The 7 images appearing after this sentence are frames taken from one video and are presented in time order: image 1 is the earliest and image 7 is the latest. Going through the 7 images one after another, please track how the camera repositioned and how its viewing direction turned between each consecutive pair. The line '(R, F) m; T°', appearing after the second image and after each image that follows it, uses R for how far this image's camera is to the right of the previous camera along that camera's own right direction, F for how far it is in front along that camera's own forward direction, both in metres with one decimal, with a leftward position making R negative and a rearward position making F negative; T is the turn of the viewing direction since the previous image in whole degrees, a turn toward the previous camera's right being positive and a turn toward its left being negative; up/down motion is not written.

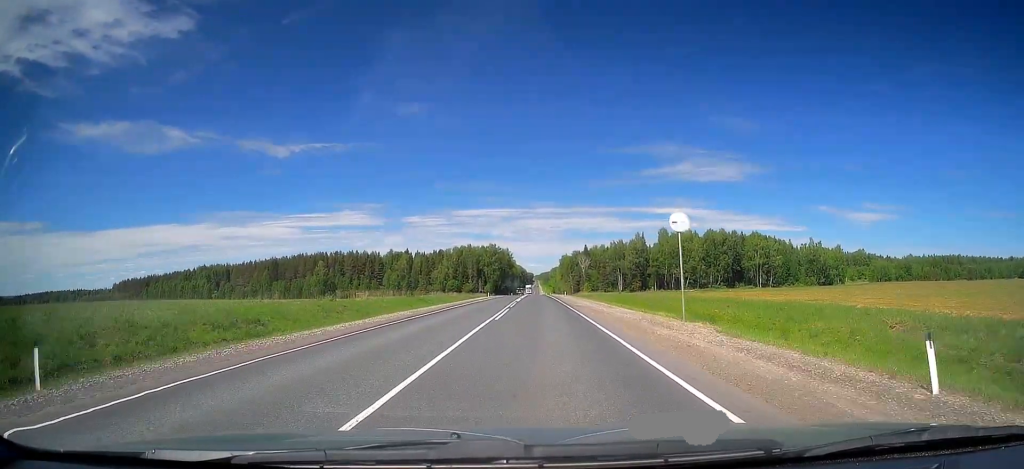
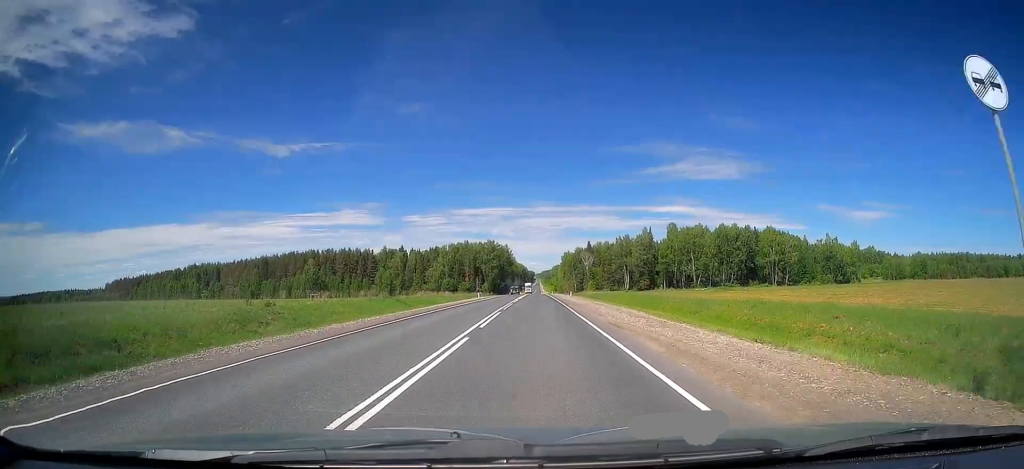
(+0.1, +14.5) m; 0°
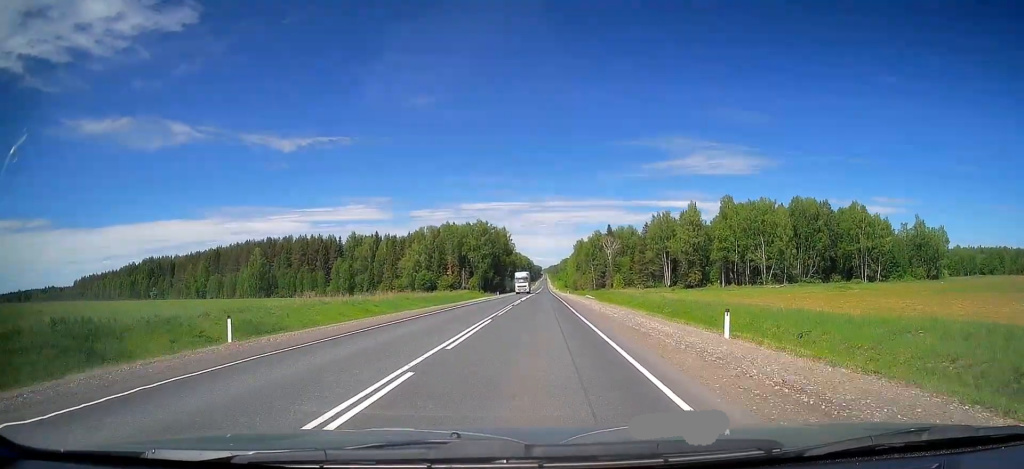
(-0.4, +62.3) m; -1°
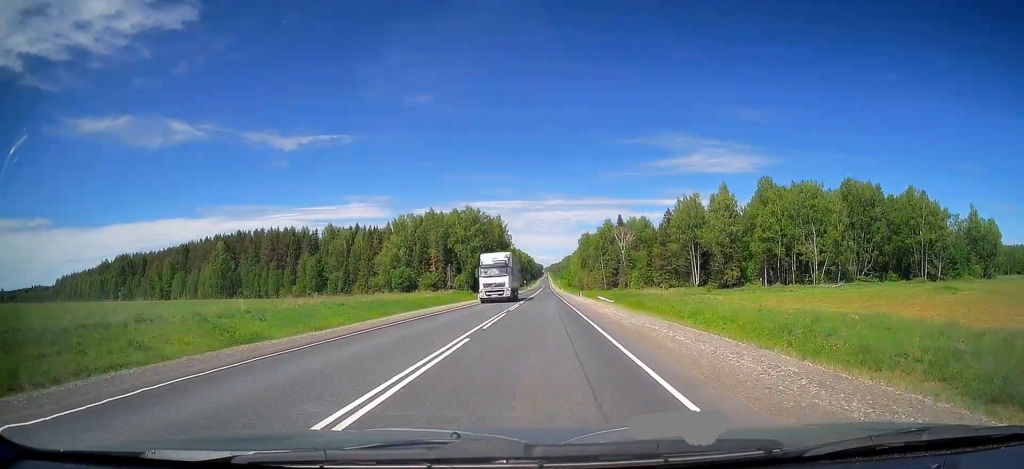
(-0.2, +30.2) m; 0°
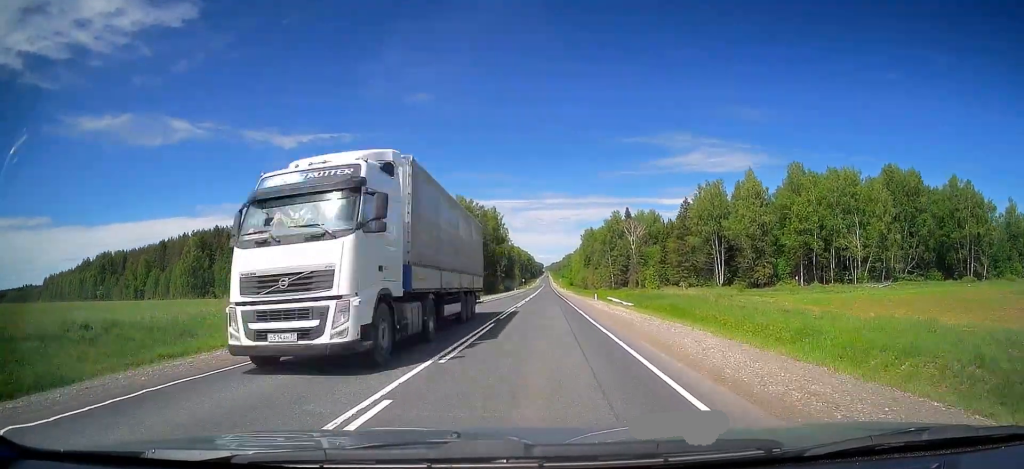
(0.0, +18.8) m; 0°
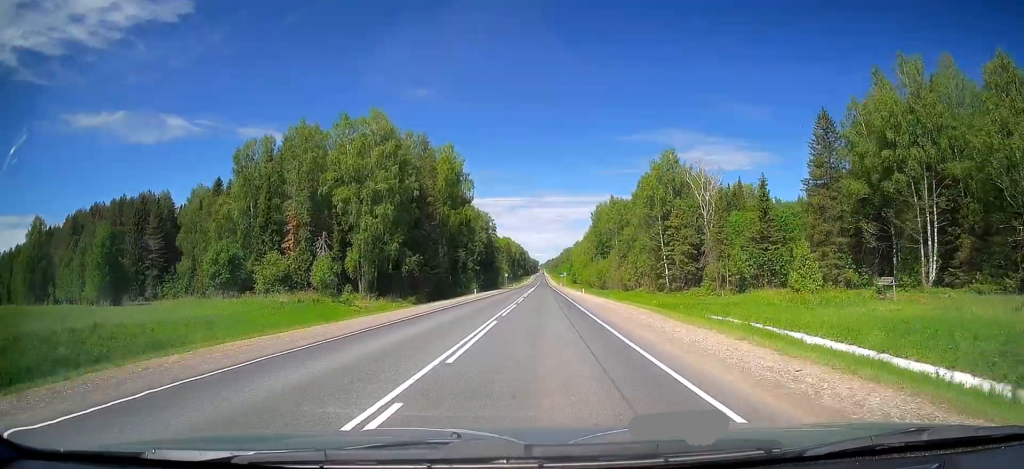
(+0.1, +71.4) m; 0°
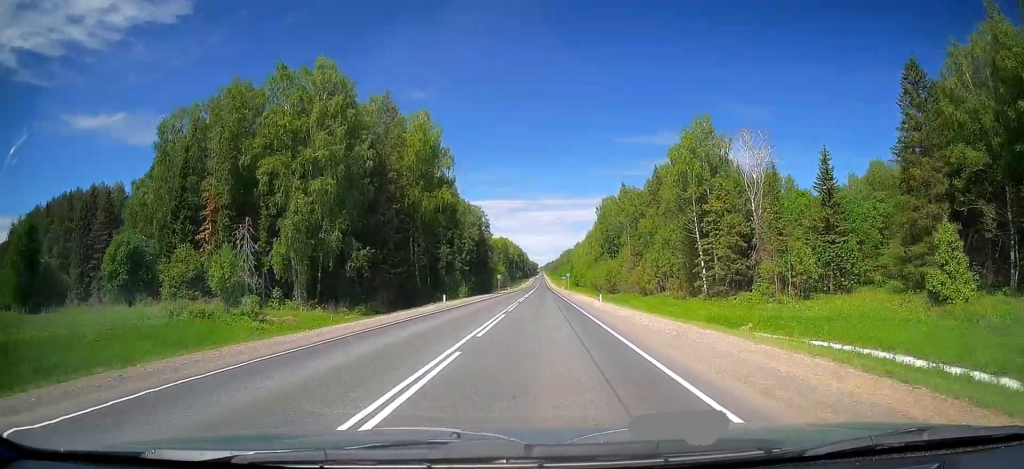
(+0.2, +19.6) m; 0°
